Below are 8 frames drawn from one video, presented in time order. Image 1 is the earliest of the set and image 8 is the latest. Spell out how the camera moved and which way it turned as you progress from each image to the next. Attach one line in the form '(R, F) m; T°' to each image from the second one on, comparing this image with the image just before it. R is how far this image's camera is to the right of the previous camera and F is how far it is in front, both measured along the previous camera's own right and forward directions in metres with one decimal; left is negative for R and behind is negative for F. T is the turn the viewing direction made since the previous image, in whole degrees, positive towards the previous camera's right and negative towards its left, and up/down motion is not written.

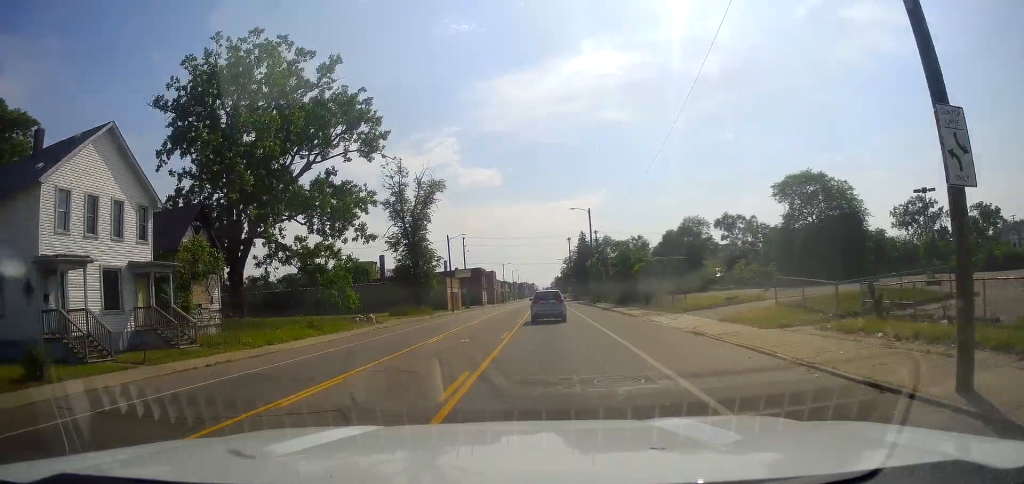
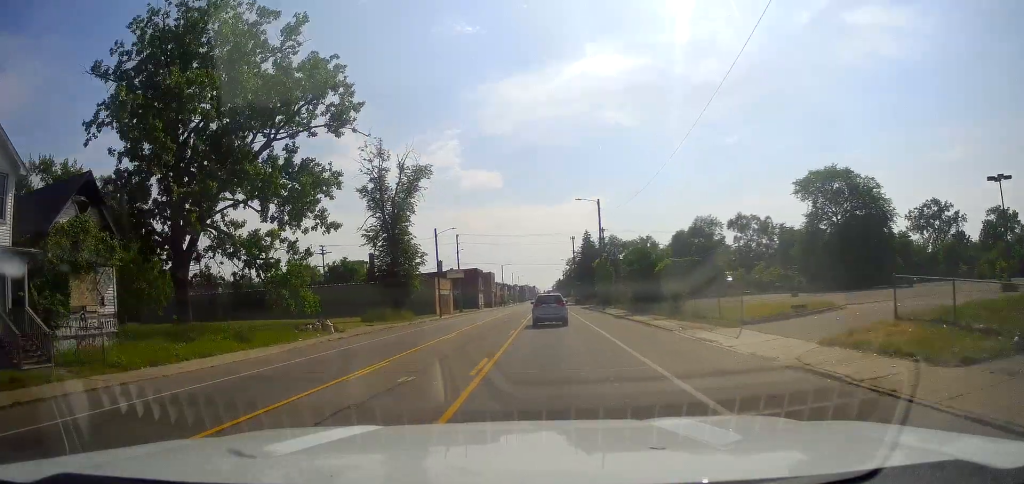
(-0.2, +9.2) m; -3°
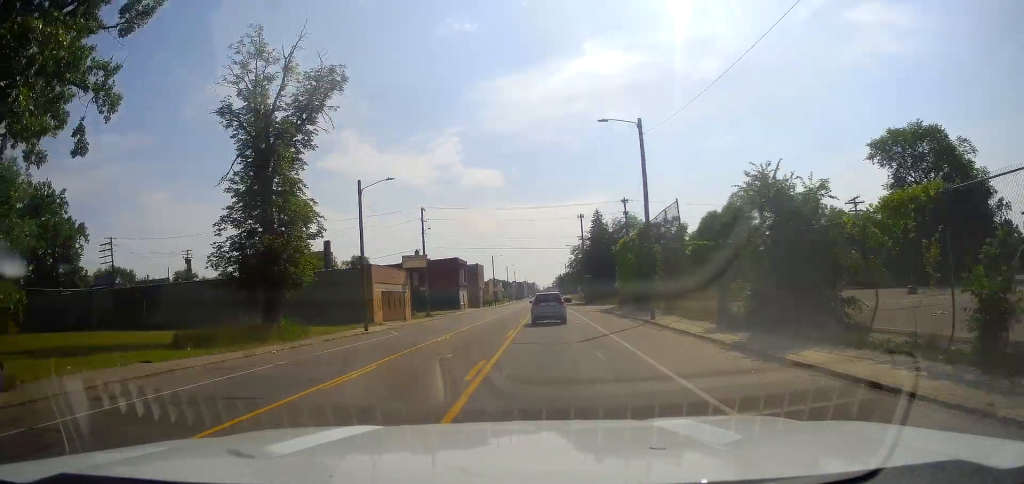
(-0.7, +25.6) m; +1°
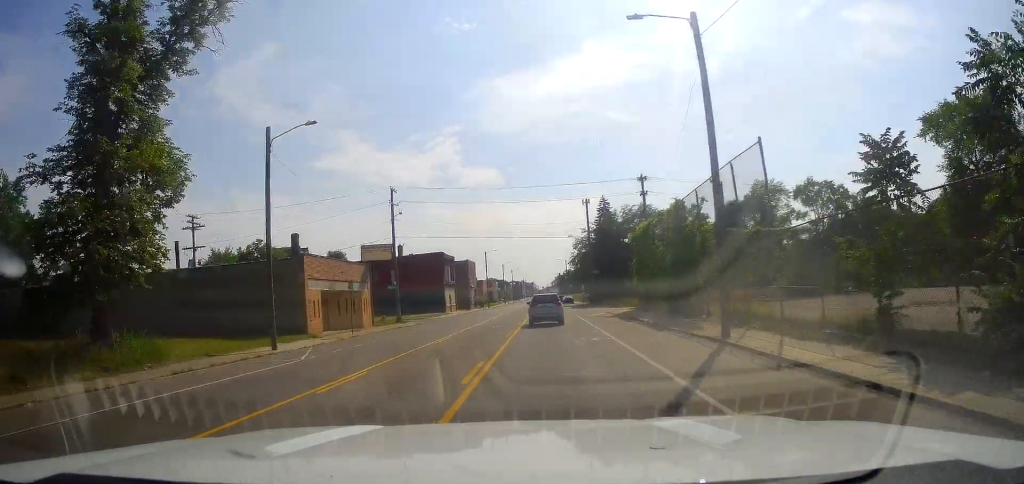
(+0.6, +12.5) m; +1°
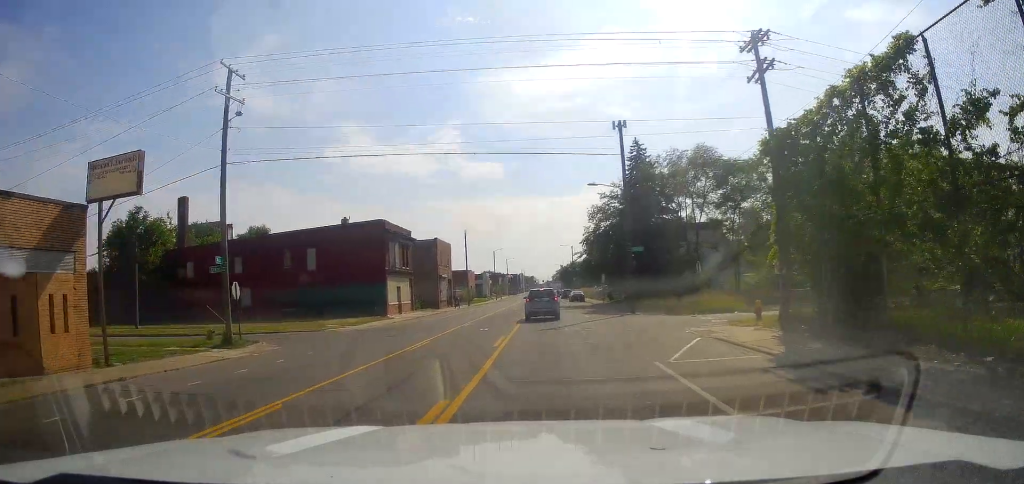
(-0.8, +29.4) m; 0°
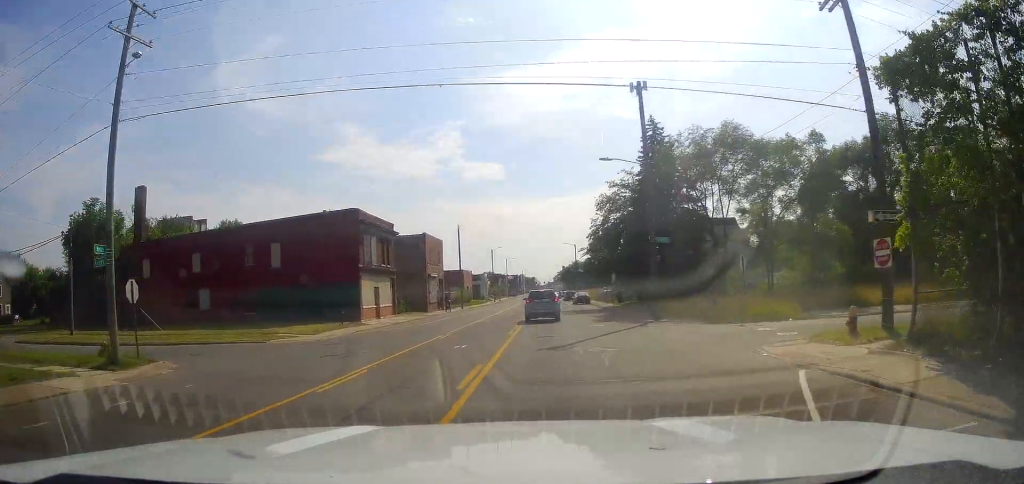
(+0.3, +7.7) m; +1°
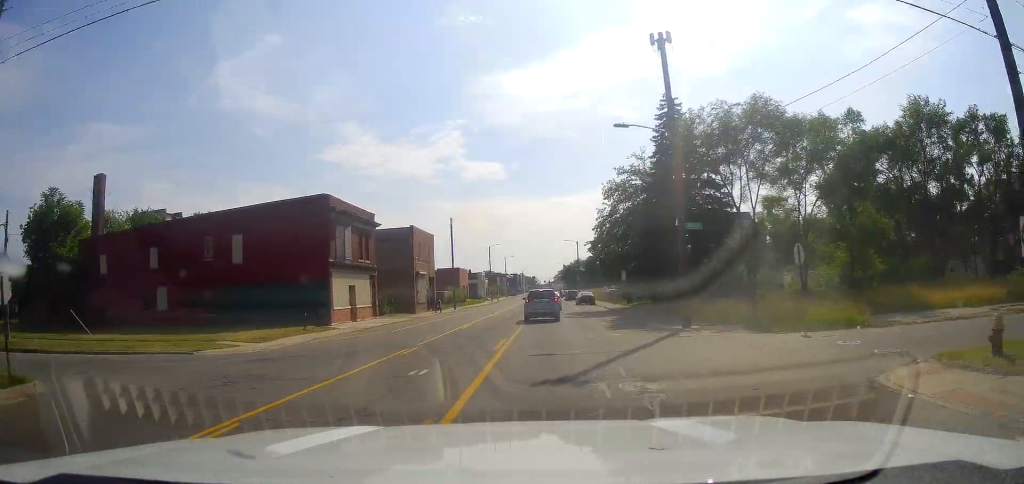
(0.0, +6.3) m; 0°
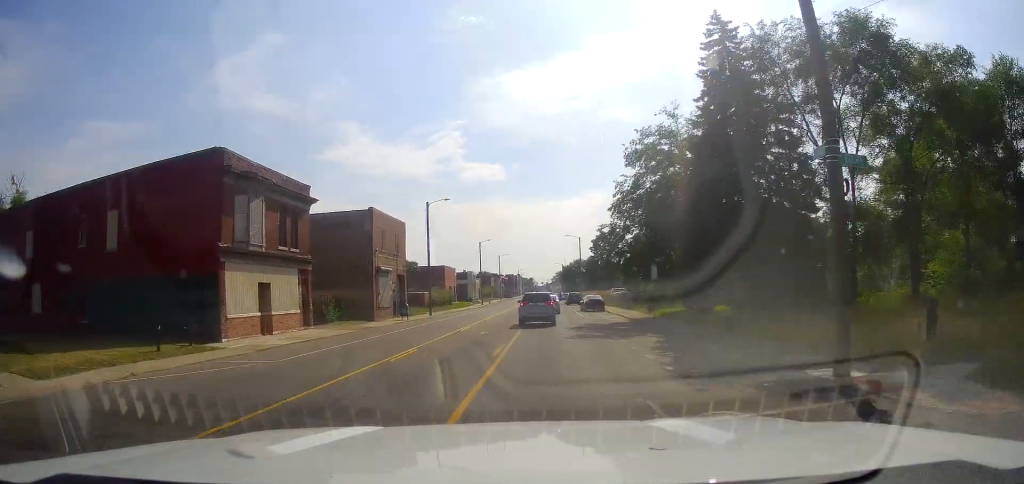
(-0.3, +13.4) m; -3°
